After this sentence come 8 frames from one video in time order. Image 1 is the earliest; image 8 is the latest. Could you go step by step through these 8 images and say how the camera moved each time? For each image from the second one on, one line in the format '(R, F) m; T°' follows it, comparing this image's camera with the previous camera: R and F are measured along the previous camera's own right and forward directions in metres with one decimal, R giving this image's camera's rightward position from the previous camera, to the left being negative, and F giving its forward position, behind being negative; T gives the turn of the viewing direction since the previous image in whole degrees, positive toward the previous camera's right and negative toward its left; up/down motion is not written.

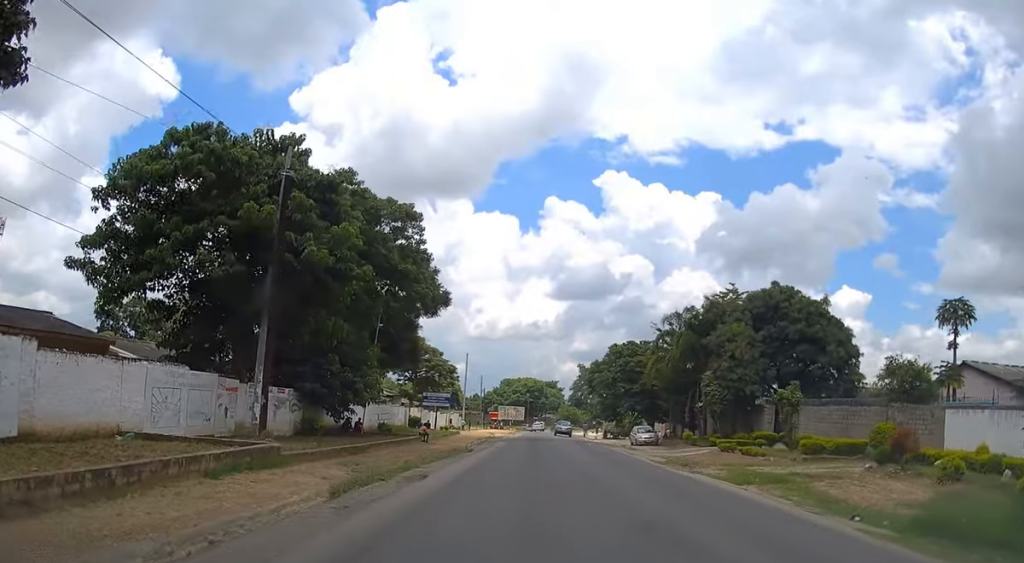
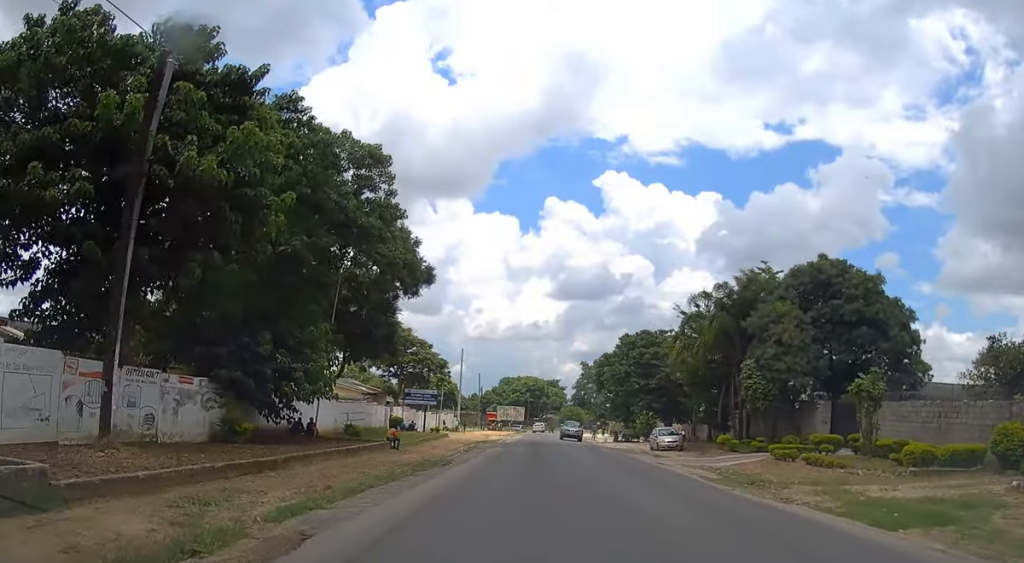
(-0.1, +9.1) m; 0°
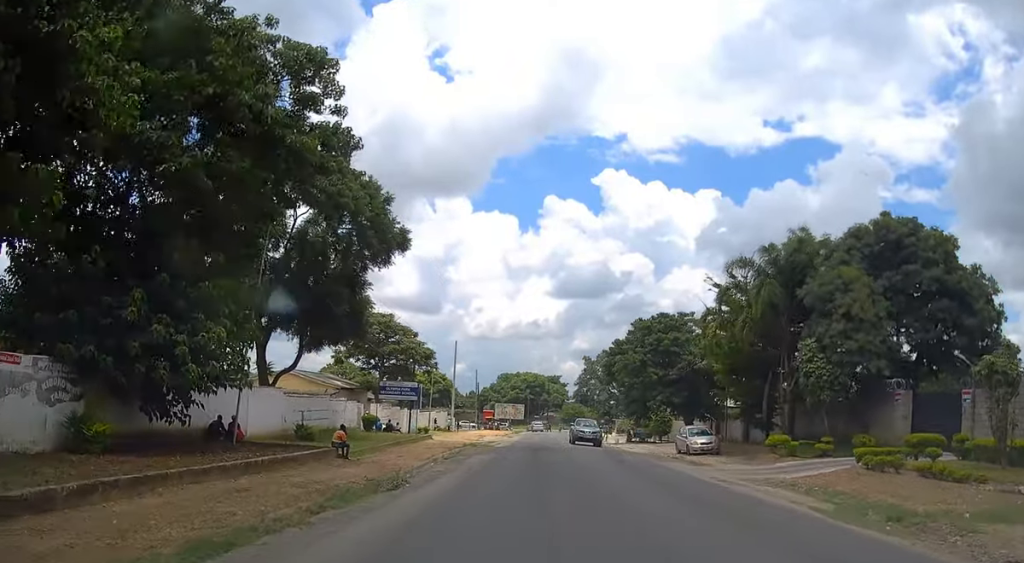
(0.0, +8.9) m; 0°
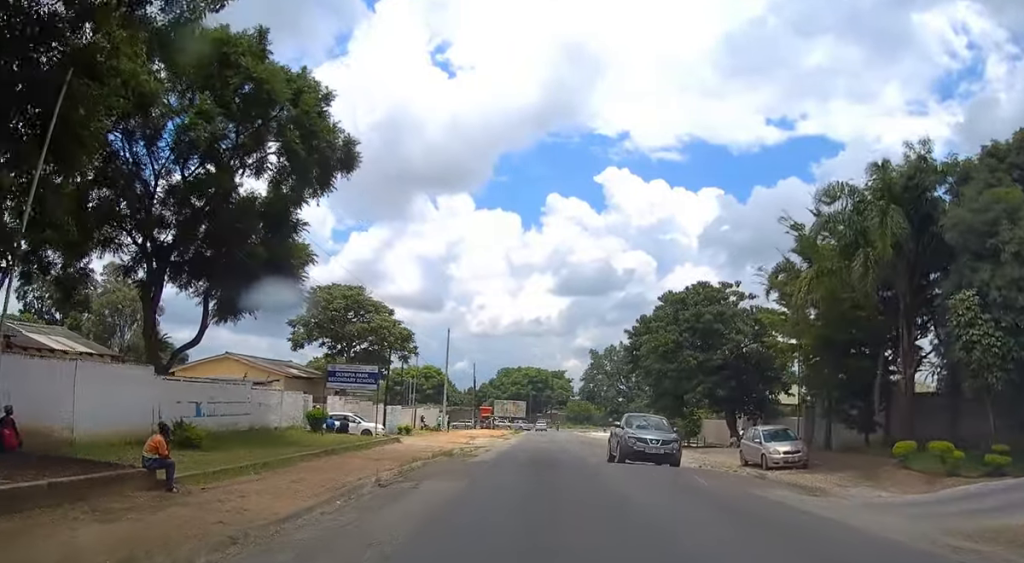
(0.0, +12.1) m; +1°
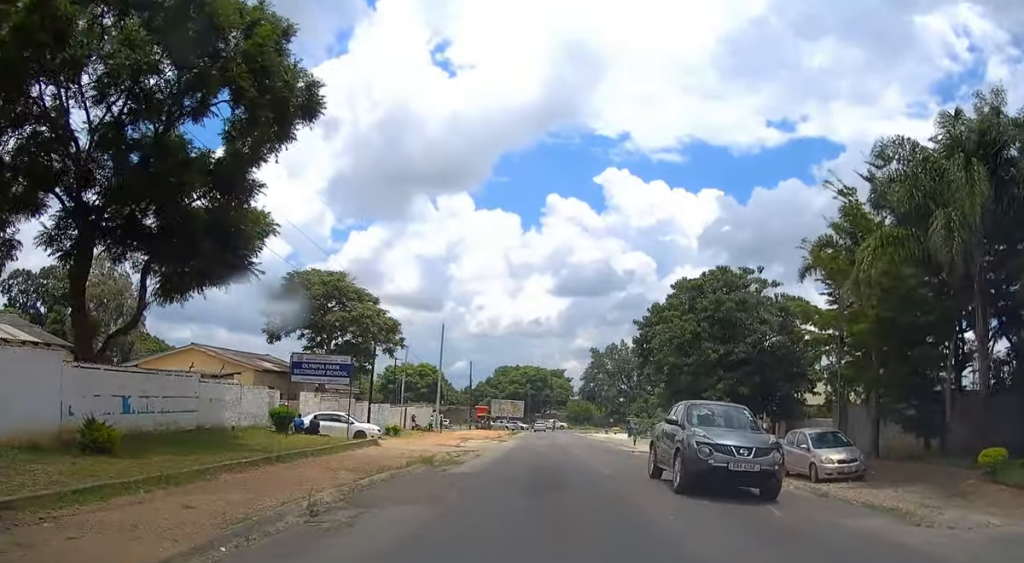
(0.0, +4.9) m; +1°
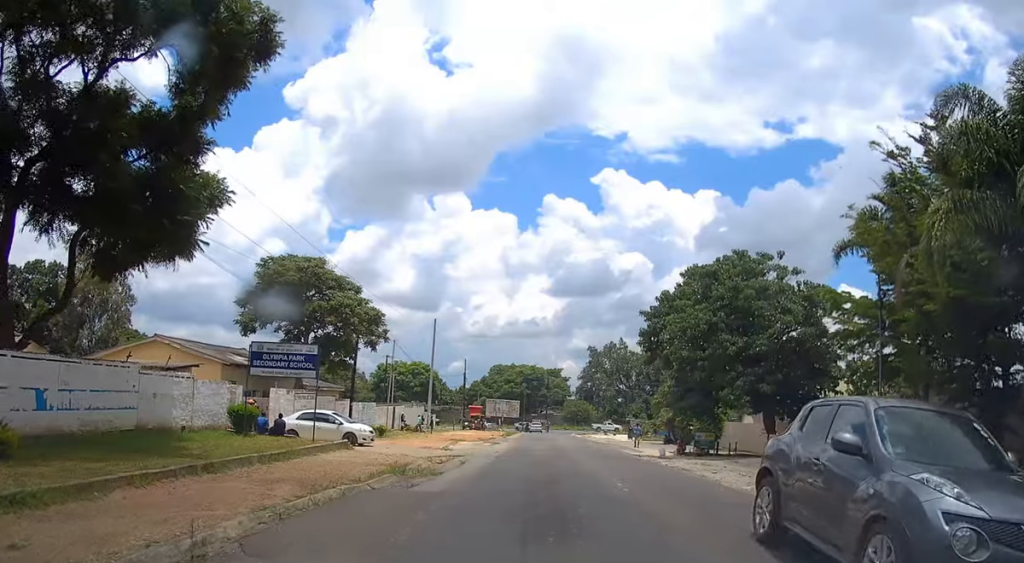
(+0.1, +4.2) m; +1°
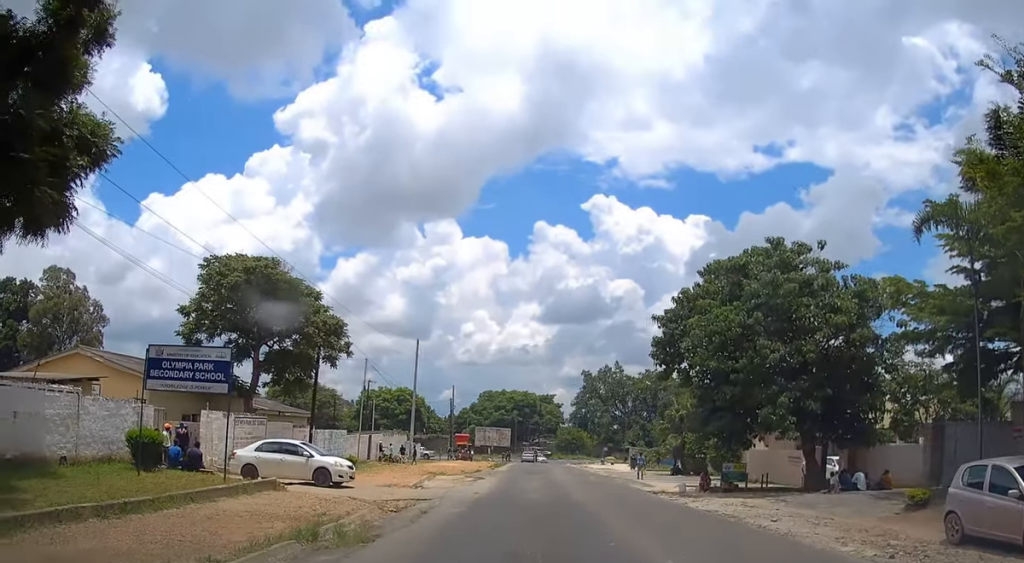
(0.0, +6.8) m; -1°
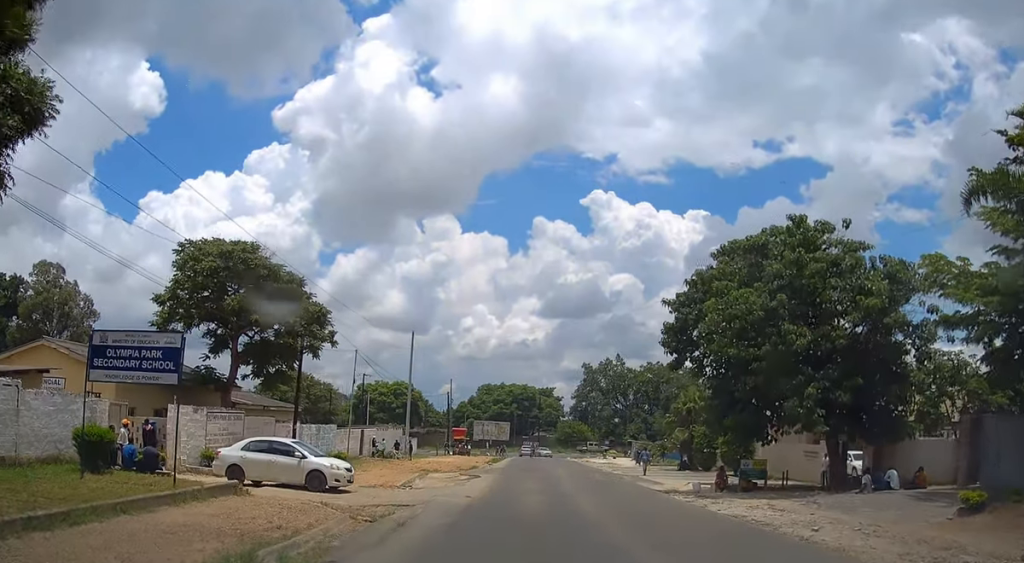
(-0.1, +2.7) m; -1°
